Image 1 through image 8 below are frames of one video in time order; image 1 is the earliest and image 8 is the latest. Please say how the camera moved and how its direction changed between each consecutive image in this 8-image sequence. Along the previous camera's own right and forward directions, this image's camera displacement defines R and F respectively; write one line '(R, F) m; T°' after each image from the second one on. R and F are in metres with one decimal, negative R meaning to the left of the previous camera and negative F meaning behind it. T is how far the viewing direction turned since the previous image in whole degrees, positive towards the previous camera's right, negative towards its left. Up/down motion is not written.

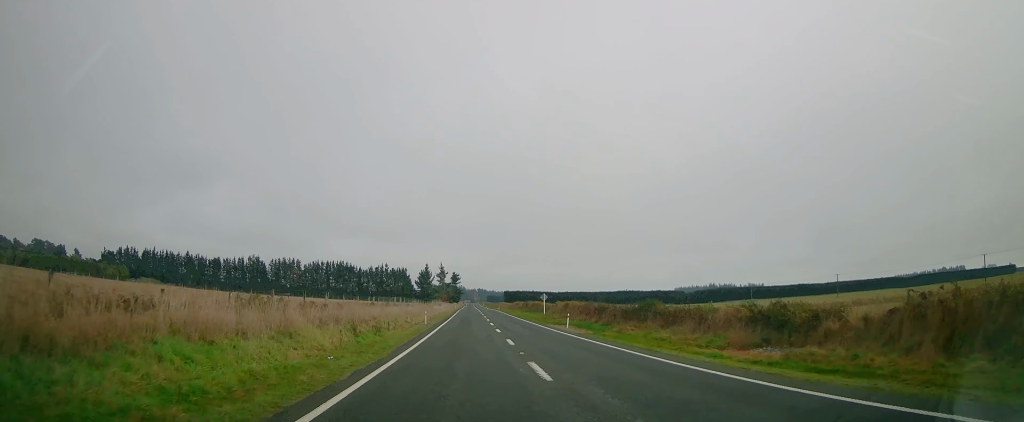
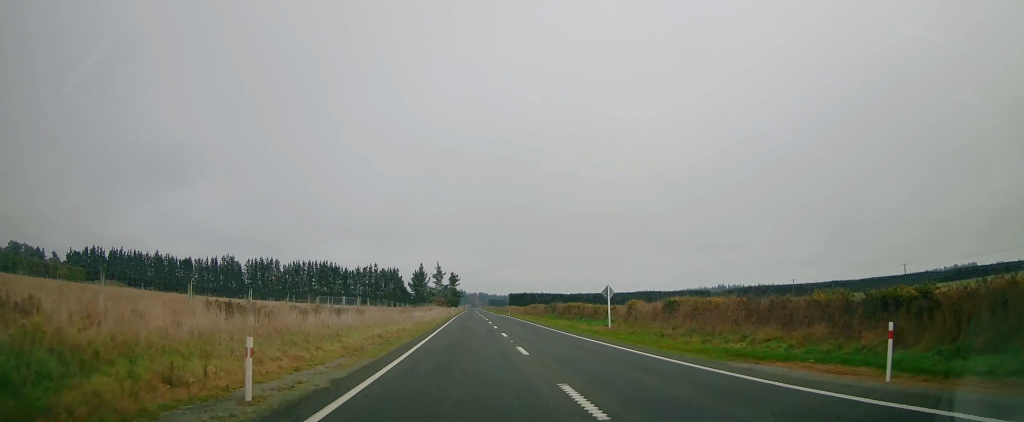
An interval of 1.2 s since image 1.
(+0.4, +33.4) m; +1°
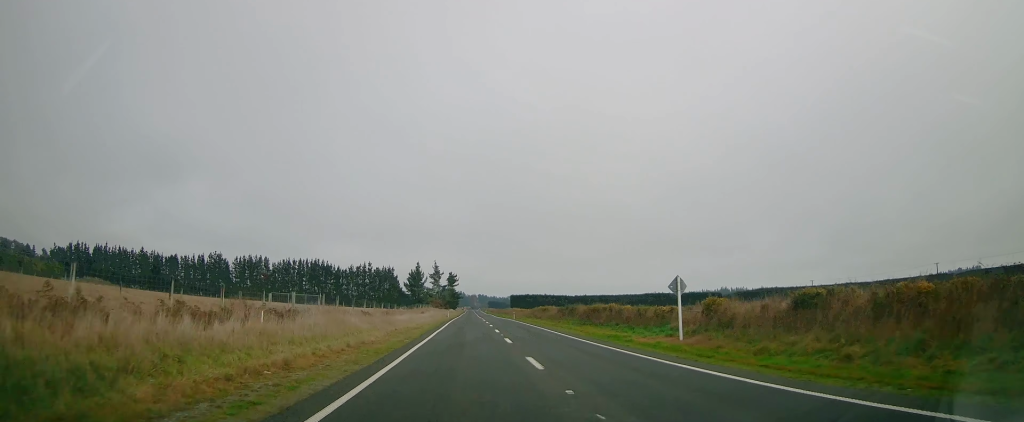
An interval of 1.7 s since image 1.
(0.0, +13.5) m; 0°
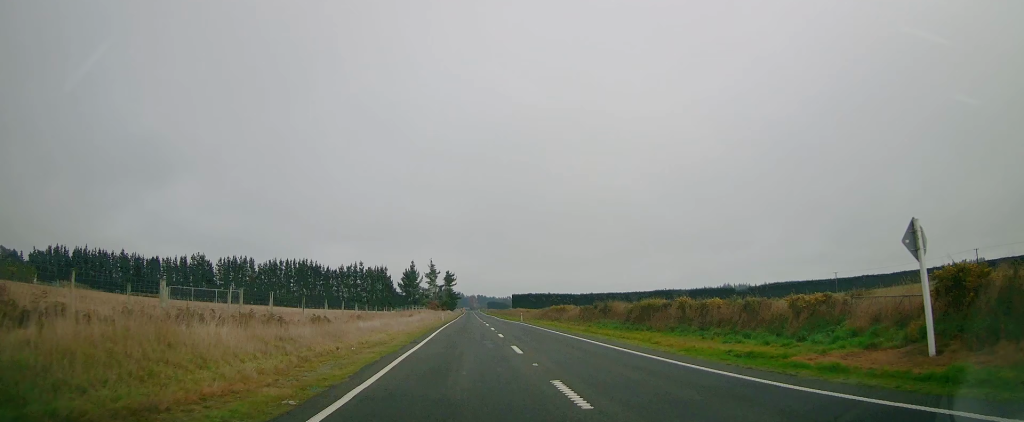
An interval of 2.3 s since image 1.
(0.0, +15.3) m; -1°
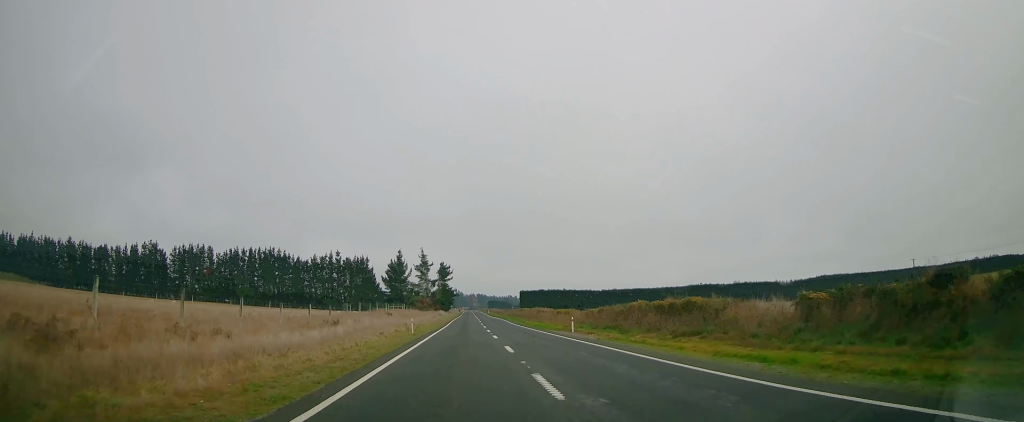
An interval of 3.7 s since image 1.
(-0.5, +38.6) m; 0°
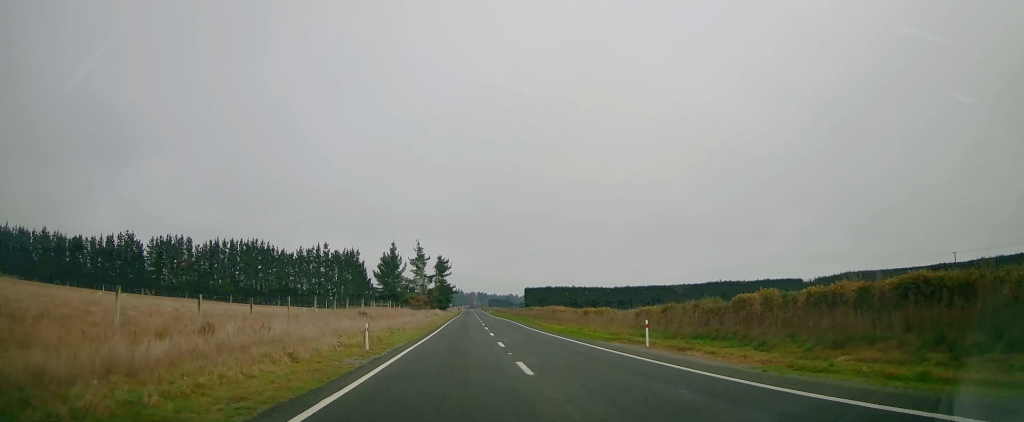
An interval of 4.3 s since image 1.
(+0.3, +16.0) m; +1°
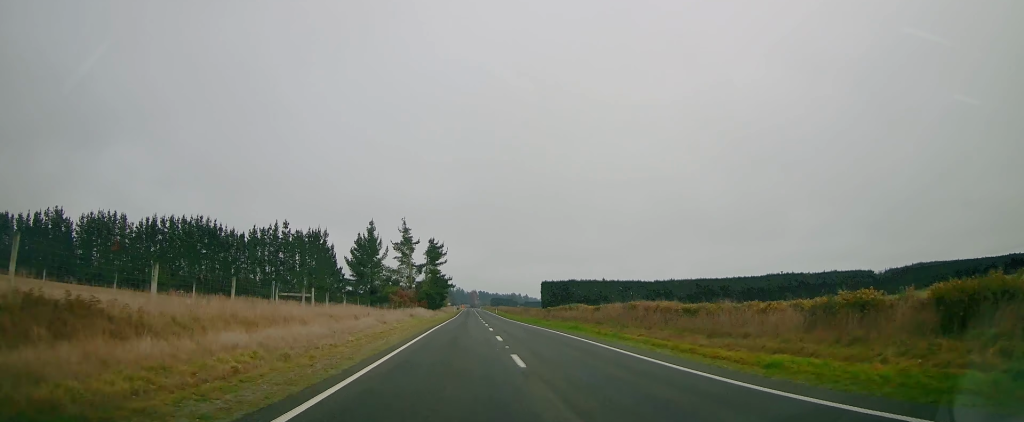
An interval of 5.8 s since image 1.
(+0.2, +38.5) m; -1°
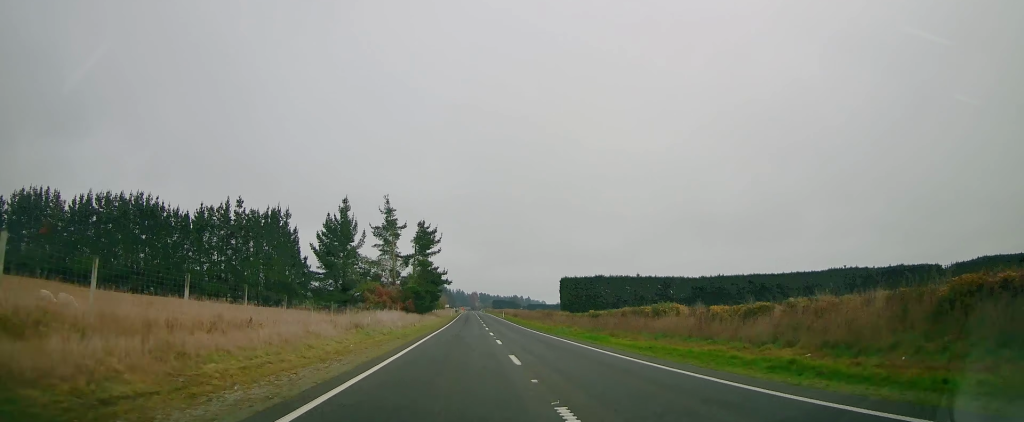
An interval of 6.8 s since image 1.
(-0.4, +28.0) m; 0°
